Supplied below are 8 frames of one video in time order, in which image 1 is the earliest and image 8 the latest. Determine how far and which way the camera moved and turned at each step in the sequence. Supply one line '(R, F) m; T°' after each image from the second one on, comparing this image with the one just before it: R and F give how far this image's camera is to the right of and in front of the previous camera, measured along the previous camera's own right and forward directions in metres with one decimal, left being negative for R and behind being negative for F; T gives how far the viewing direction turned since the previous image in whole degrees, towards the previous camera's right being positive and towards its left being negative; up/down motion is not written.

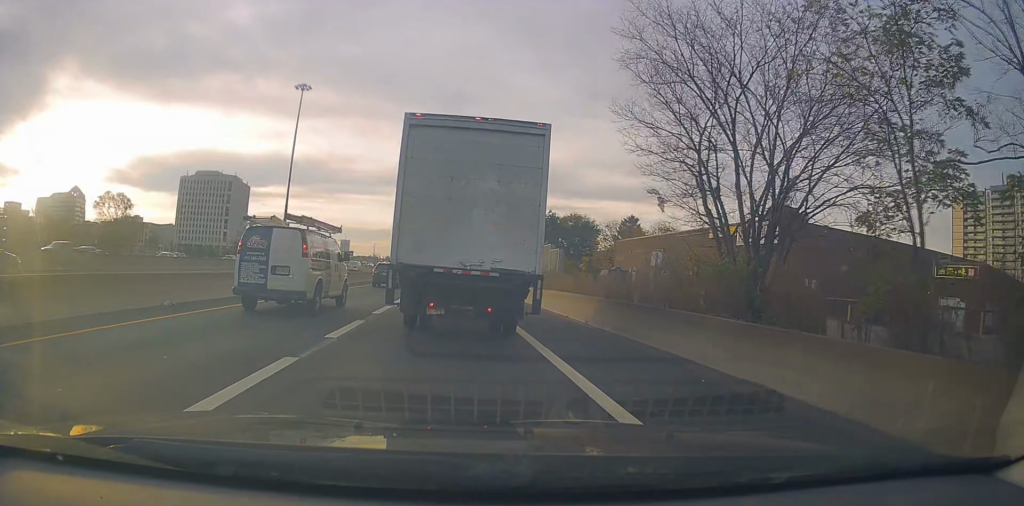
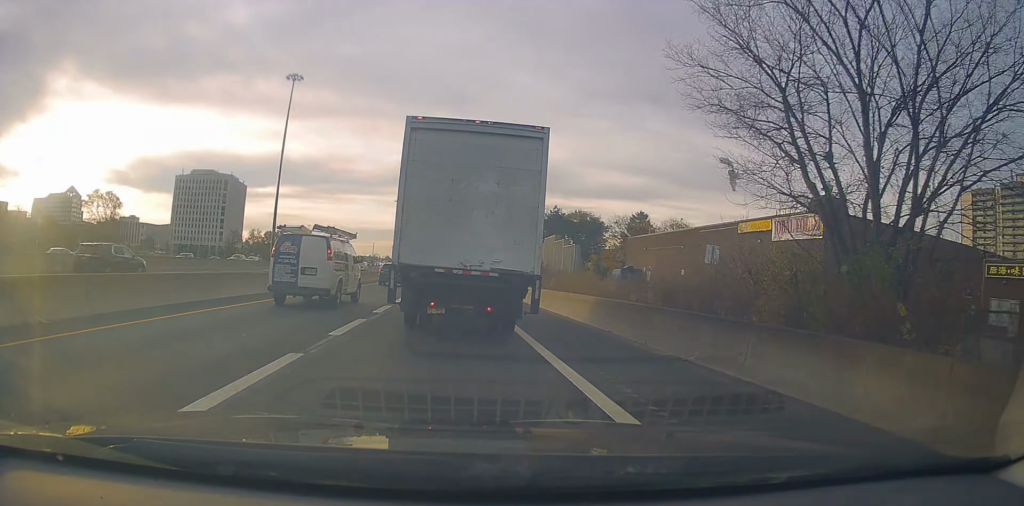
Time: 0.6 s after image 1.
(+0.2, +5.7) m; 0°
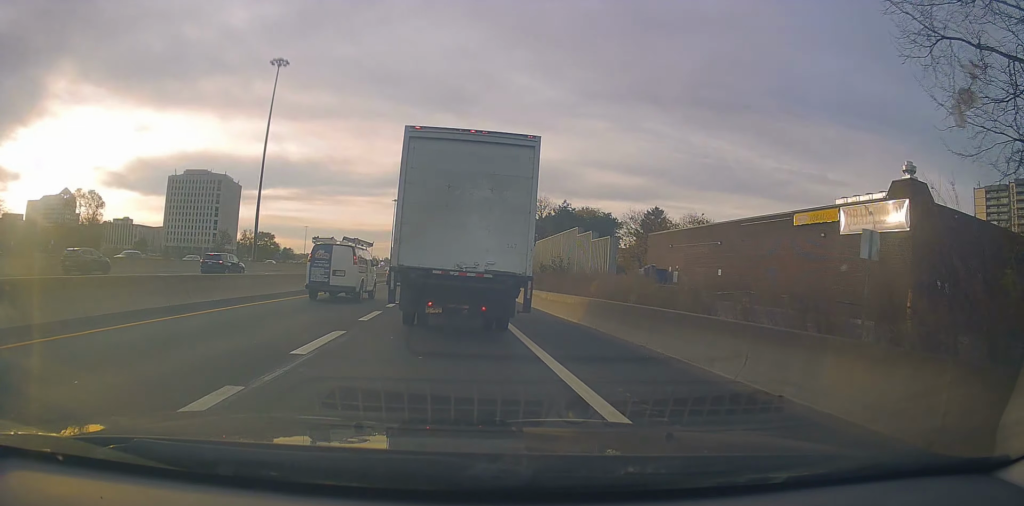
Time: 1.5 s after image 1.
(0.0, +8.2) m; -1°
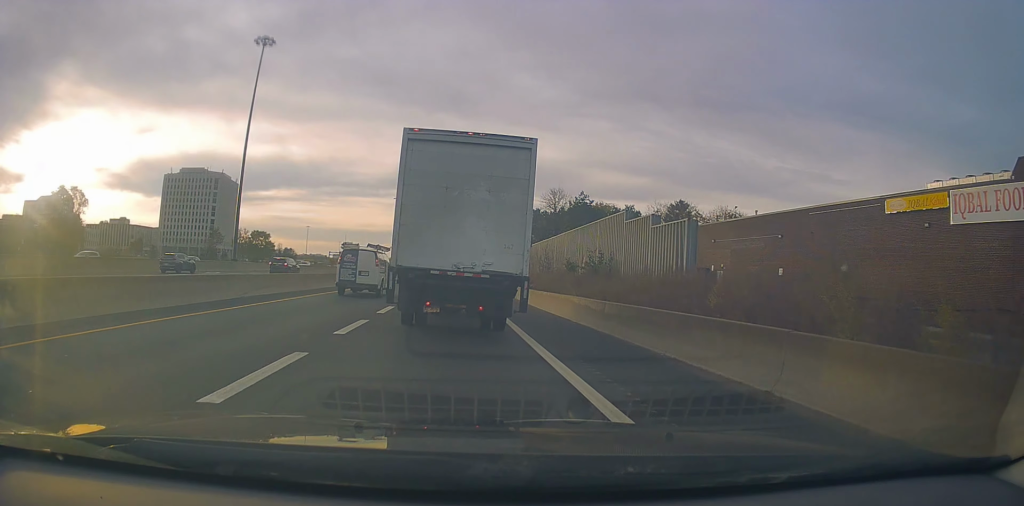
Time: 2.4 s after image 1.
(-0.1, +8.9) m; -1°
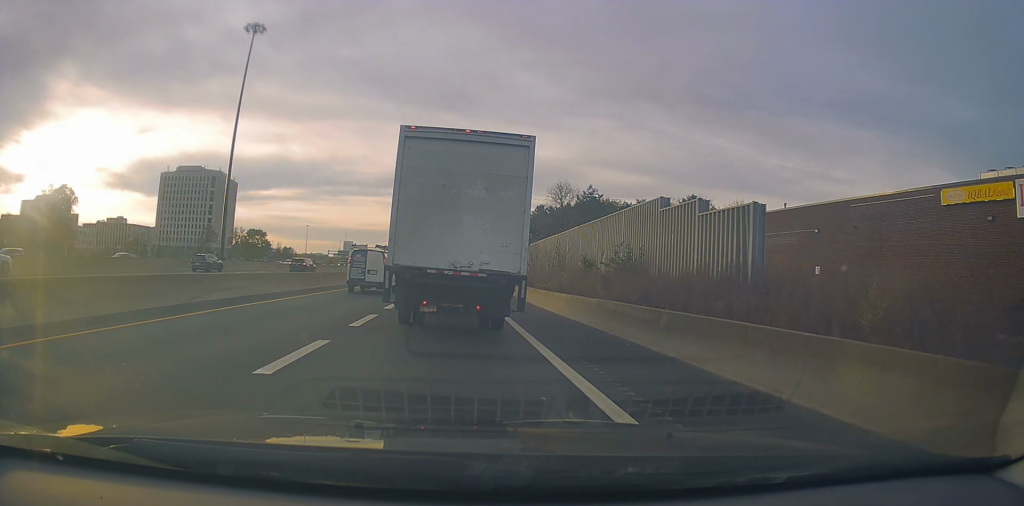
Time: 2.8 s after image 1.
(0.0, +4.1) m; 0°
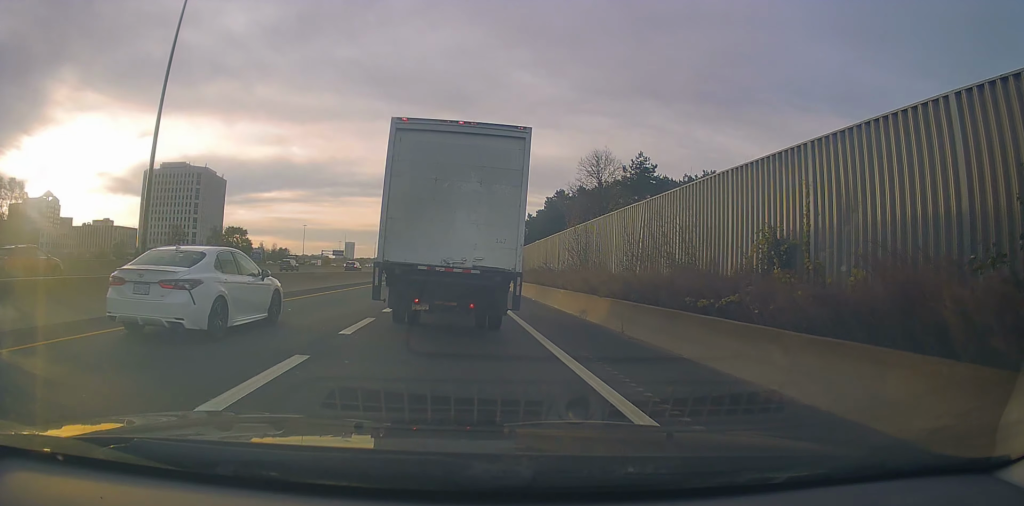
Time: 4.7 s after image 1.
(-0.6, +19.1) m; 0°
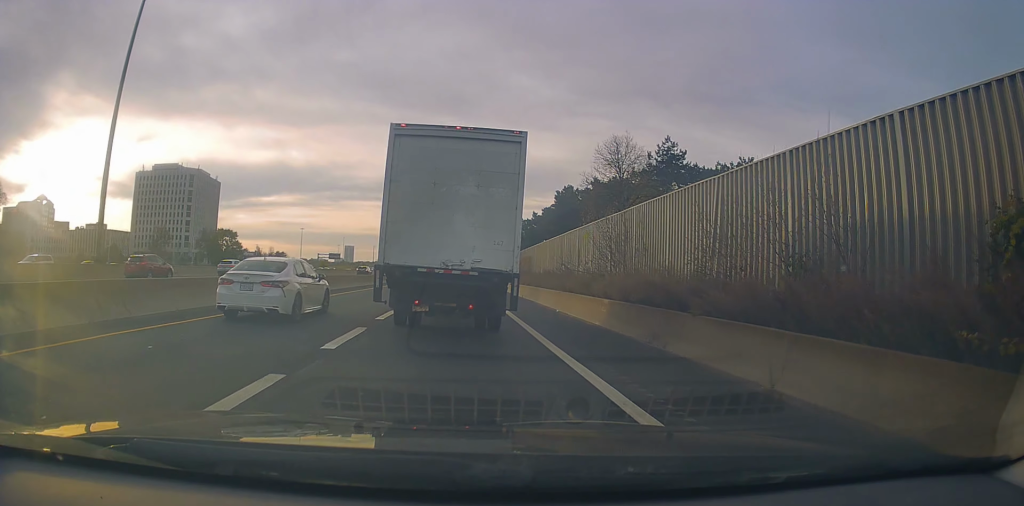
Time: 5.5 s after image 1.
(+0.3, +7.5) m; +1°
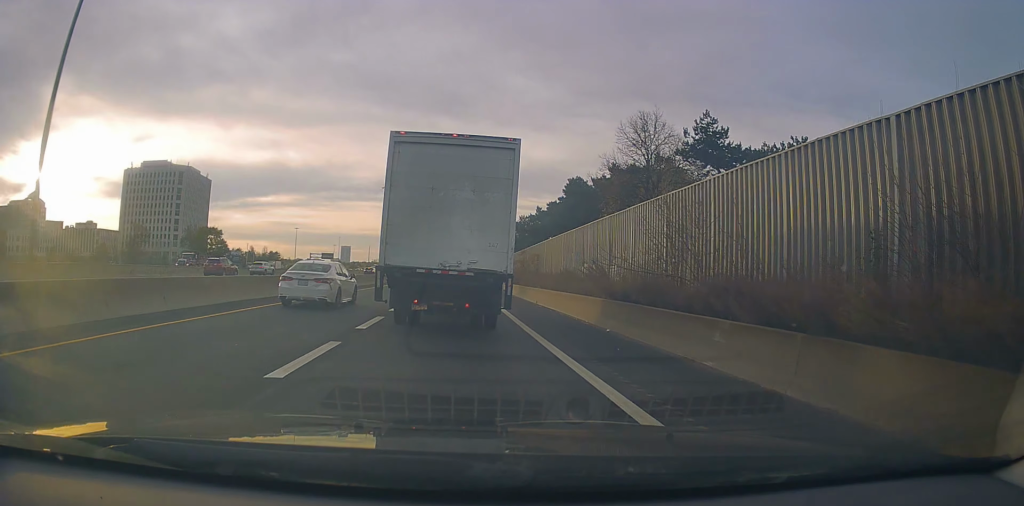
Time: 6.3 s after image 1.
(+0.1, +8.4) m; 0°
